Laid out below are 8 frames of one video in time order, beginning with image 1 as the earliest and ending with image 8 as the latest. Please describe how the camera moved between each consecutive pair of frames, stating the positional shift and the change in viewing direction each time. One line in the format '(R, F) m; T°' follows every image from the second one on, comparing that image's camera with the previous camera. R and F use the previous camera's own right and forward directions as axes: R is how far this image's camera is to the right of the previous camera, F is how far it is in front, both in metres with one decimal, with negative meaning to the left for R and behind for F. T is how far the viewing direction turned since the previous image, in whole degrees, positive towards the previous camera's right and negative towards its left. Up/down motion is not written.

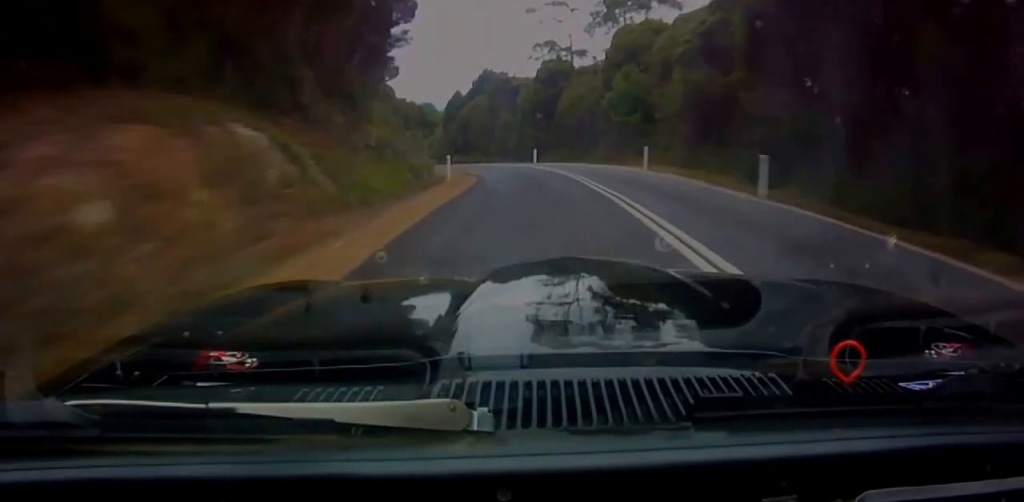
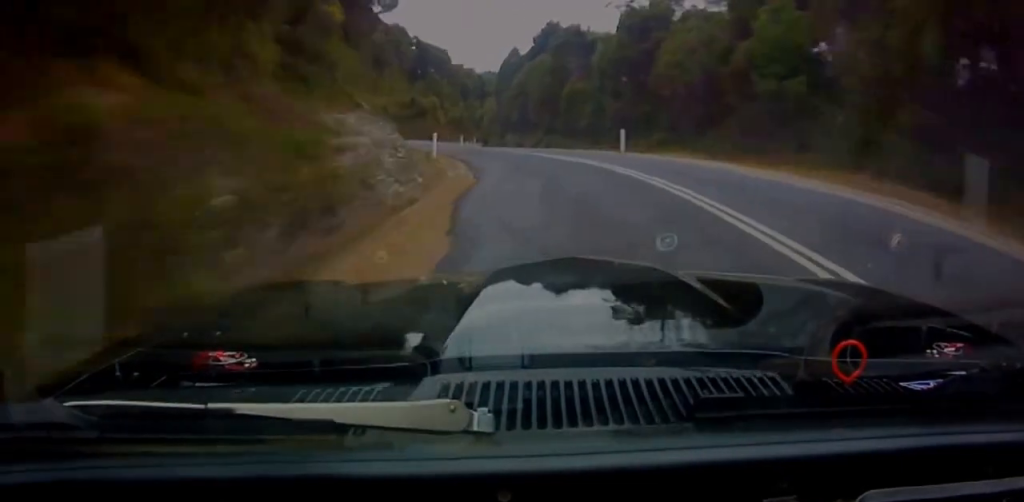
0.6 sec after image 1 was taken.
(-1.9, +17.2) m; -6°
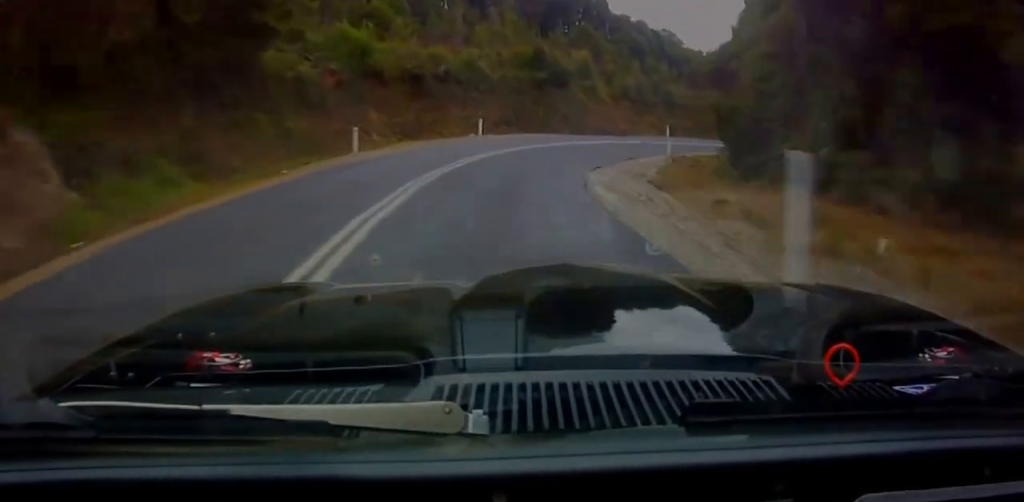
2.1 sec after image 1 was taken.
(-4.6, +44.3) m; -5°
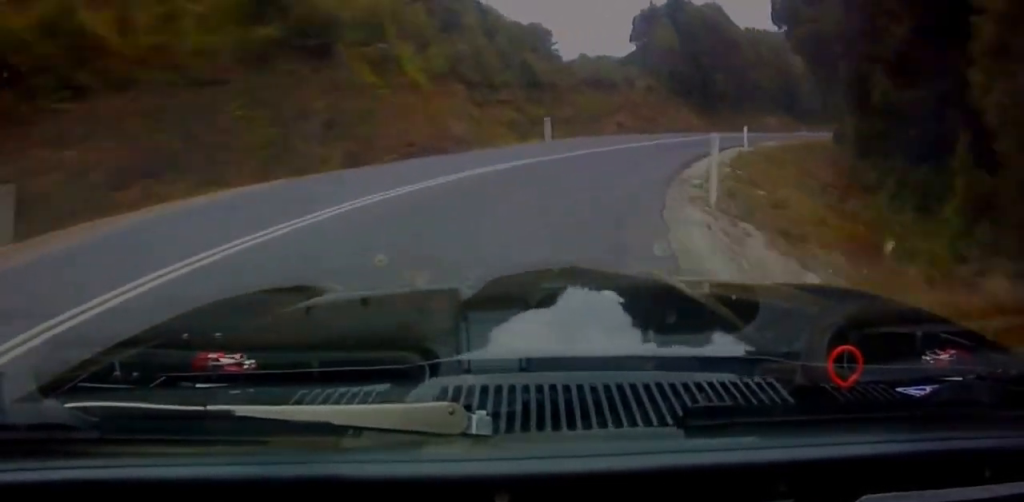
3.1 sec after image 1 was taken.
(+1.7, +26.5) m; +12°
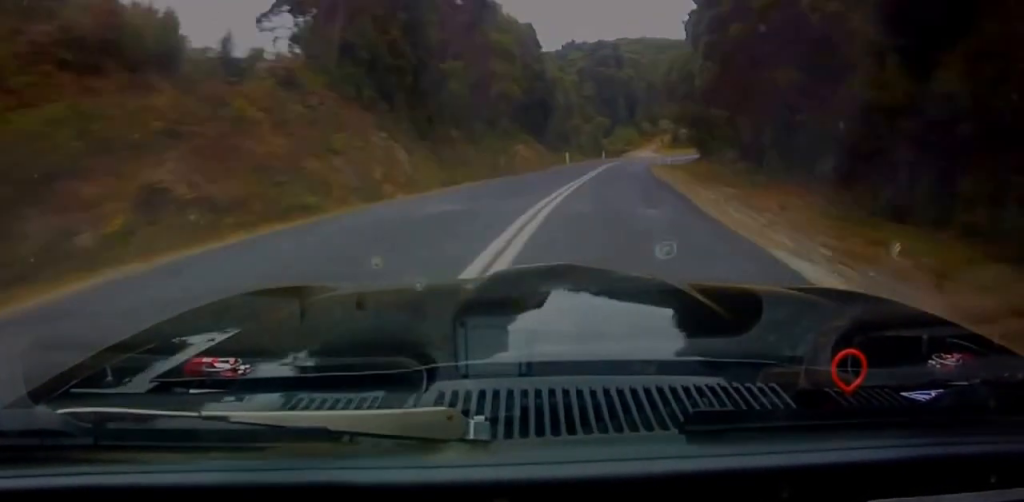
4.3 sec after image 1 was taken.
(+5.2, +30.1) m; +19°
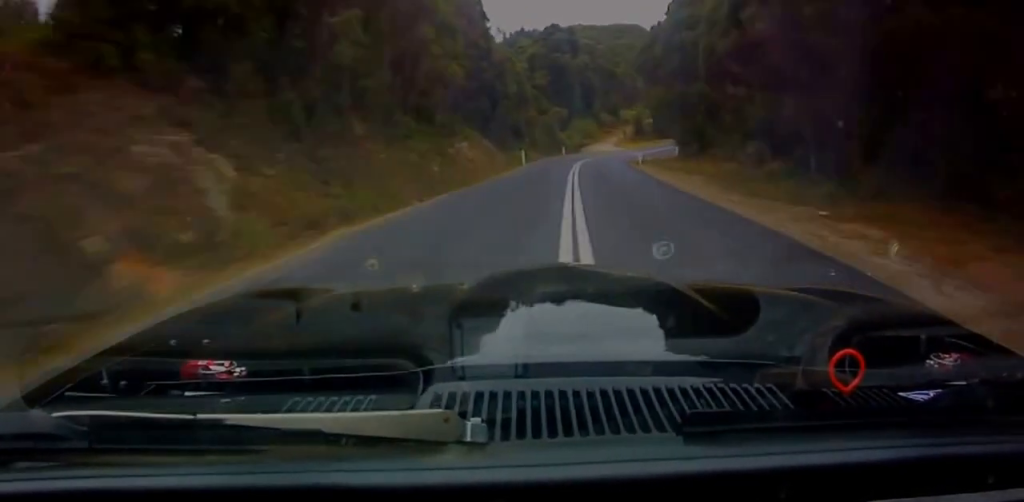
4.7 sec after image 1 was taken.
(+0.5, +12.0) m; +8°
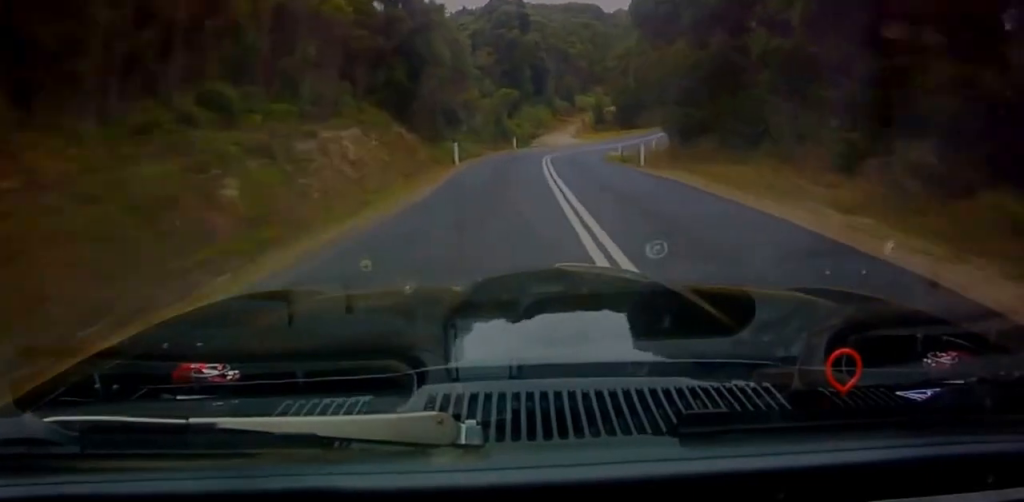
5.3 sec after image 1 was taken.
(+1.7, +16.7) m; +10°
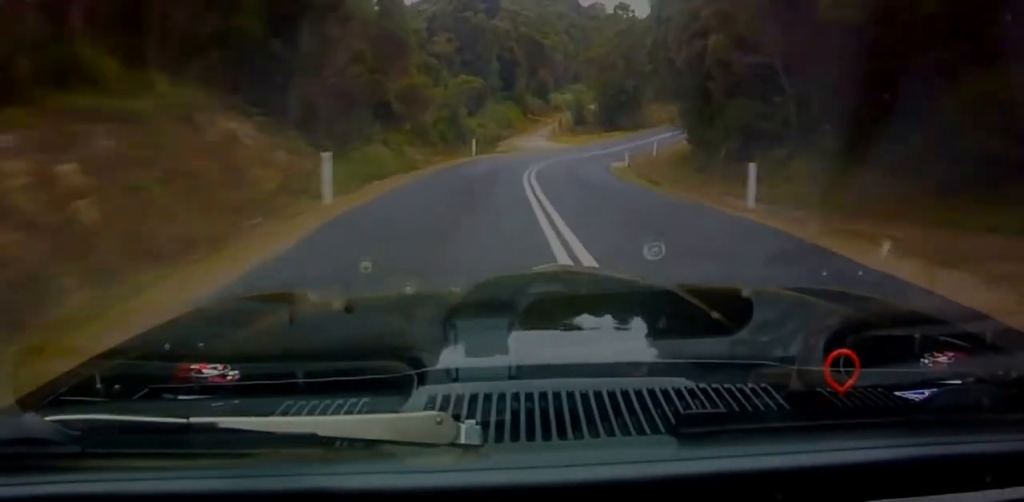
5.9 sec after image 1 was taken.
(+1.6, +16.6) m; +9°
